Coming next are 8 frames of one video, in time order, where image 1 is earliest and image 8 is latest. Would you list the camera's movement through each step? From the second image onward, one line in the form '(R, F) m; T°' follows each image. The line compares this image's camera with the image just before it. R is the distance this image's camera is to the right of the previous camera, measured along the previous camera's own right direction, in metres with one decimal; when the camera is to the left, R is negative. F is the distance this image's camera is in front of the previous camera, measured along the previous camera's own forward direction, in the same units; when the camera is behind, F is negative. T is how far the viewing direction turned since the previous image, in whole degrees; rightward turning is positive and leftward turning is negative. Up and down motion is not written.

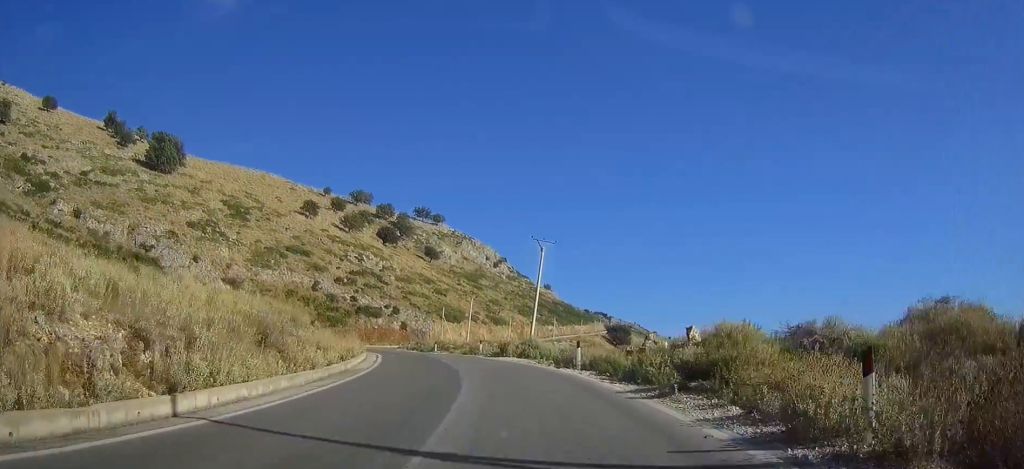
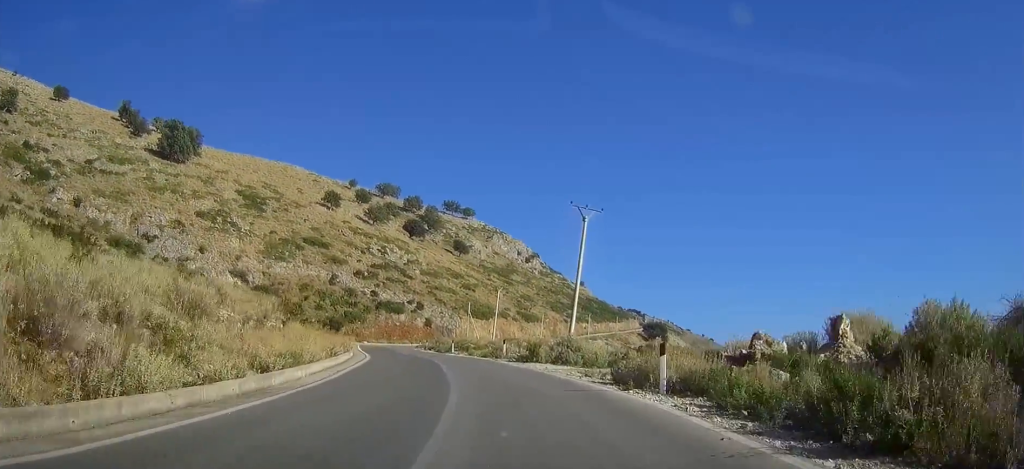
(-1.0, +10.8) m; -5°
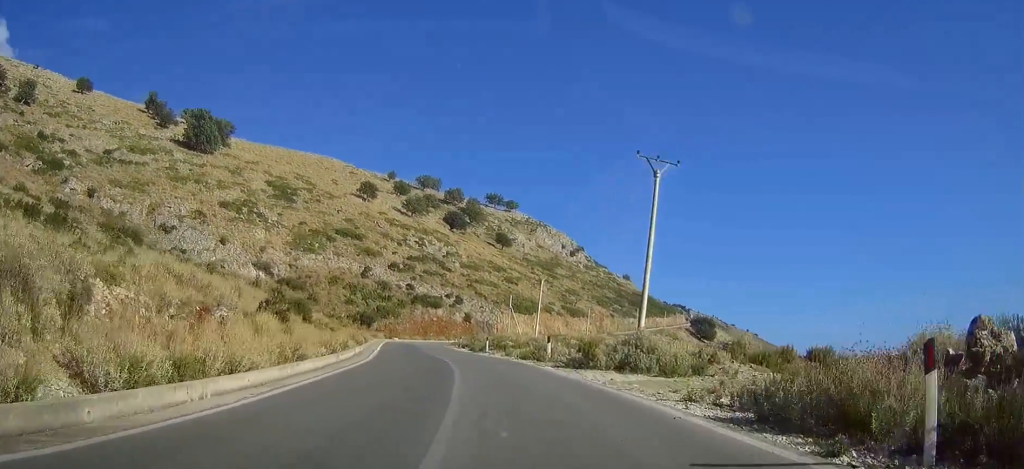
(-0.1, +8.8) m; 0°
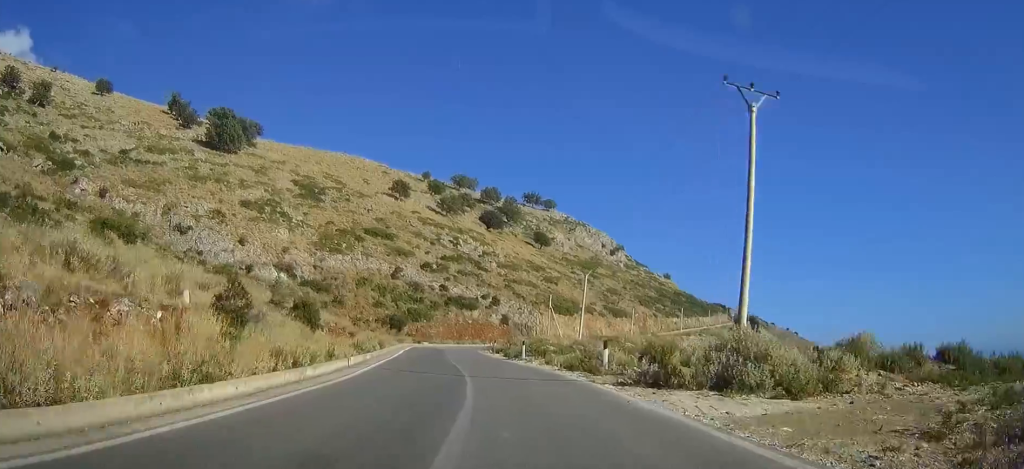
(0.0, +7.7) m; 0°
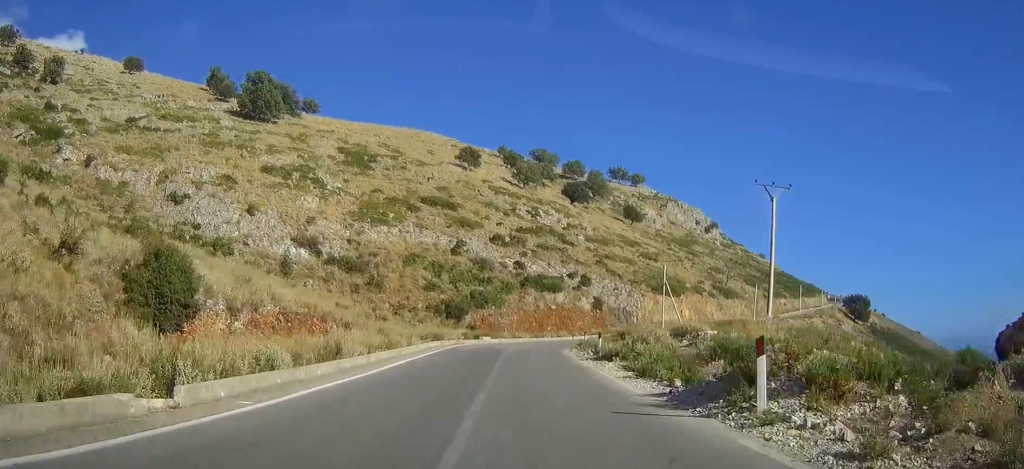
(0.0, +28.6) m; 0°
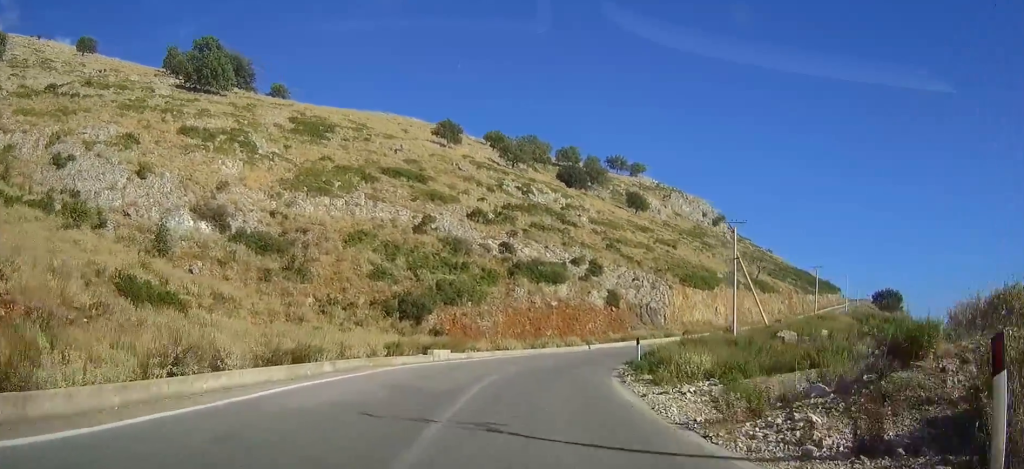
(0.0, +26.6) m; 0°
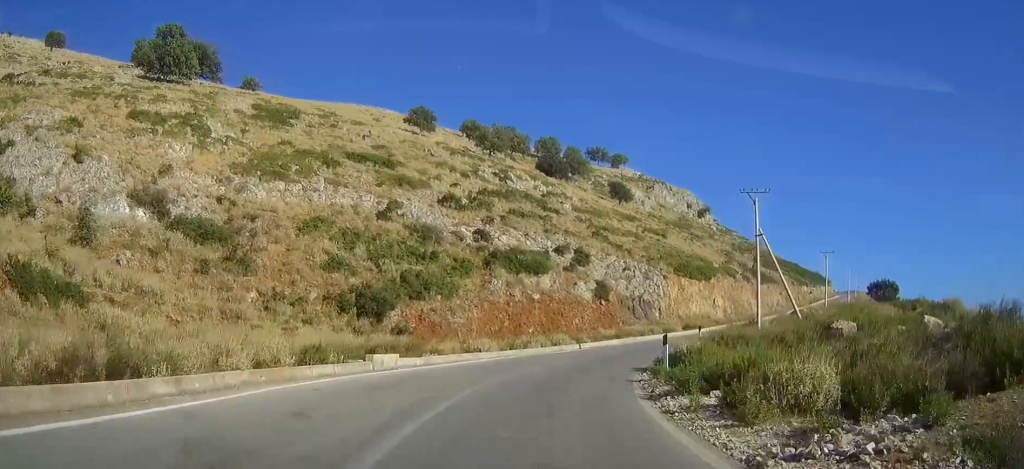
(0.0, +8.2) m; +1°
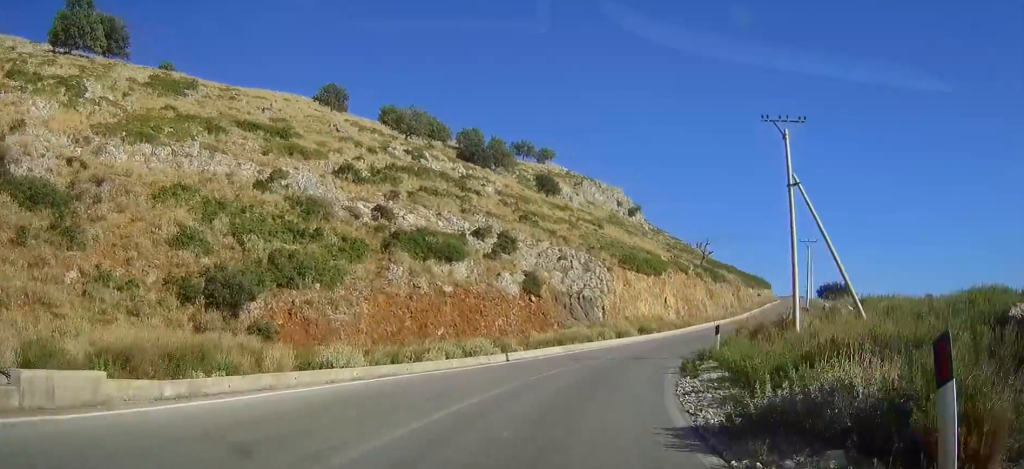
(-0.1, +13.5) m; +4°
